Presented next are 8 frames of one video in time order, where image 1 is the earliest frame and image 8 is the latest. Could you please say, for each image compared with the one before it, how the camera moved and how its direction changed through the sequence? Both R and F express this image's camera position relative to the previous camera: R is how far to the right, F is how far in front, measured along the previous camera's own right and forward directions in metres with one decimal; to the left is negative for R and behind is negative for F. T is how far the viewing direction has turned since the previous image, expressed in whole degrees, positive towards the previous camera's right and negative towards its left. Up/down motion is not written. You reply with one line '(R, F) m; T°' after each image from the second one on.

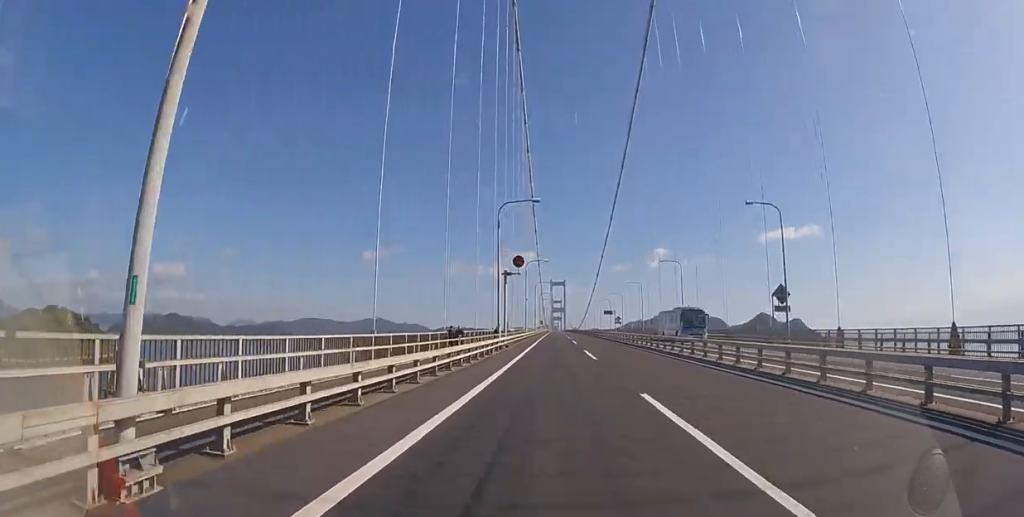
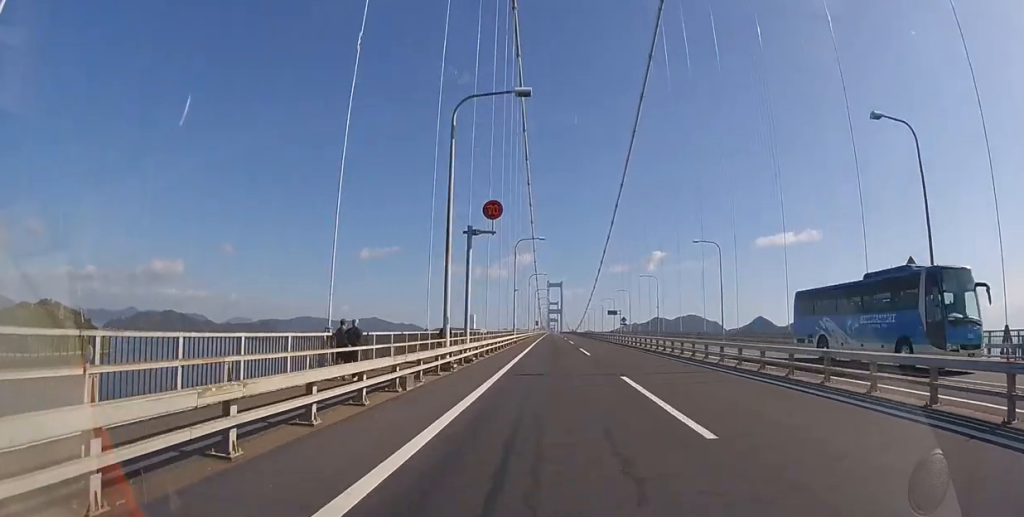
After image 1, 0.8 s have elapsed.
(0.0, +16.1) m; 0°
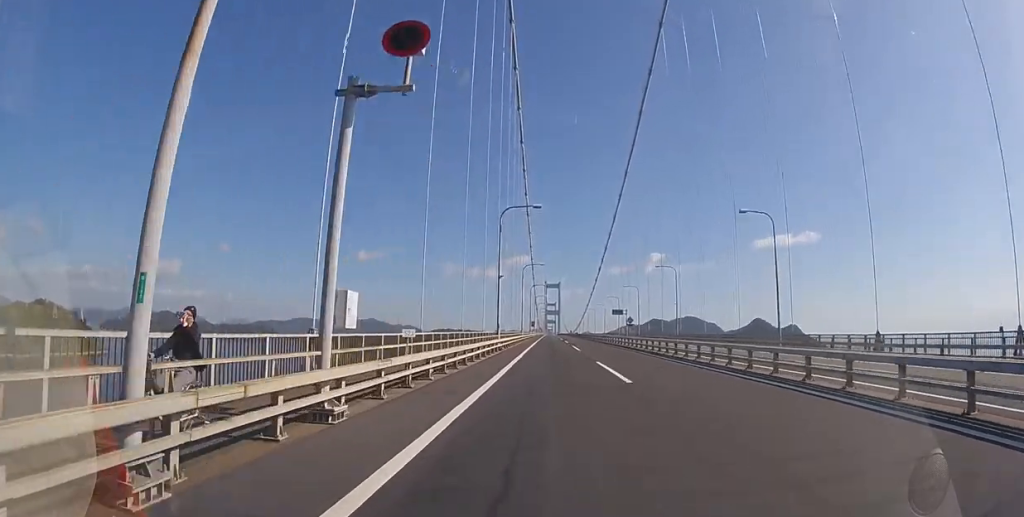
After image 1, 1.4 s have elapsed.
(0.0, +13.3) m; 0°
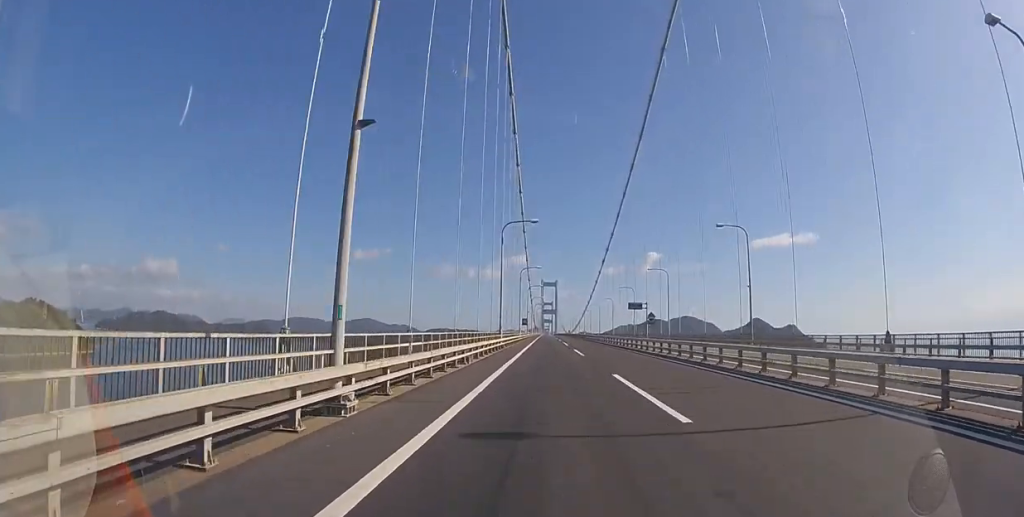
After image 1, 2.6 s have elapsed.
(+0.1, +26.1) m; +1°
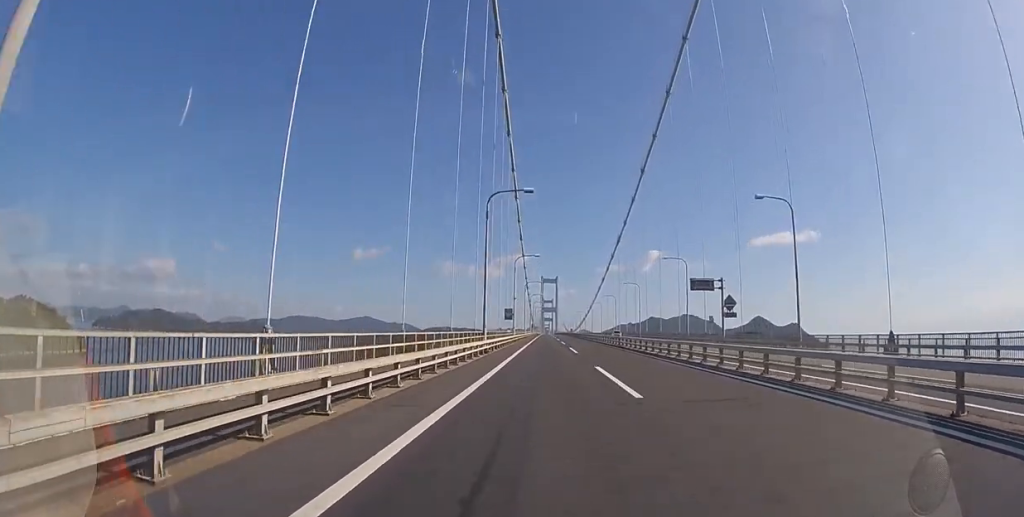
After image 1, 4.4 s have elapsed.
(+0.2, +37.0) m; 0°
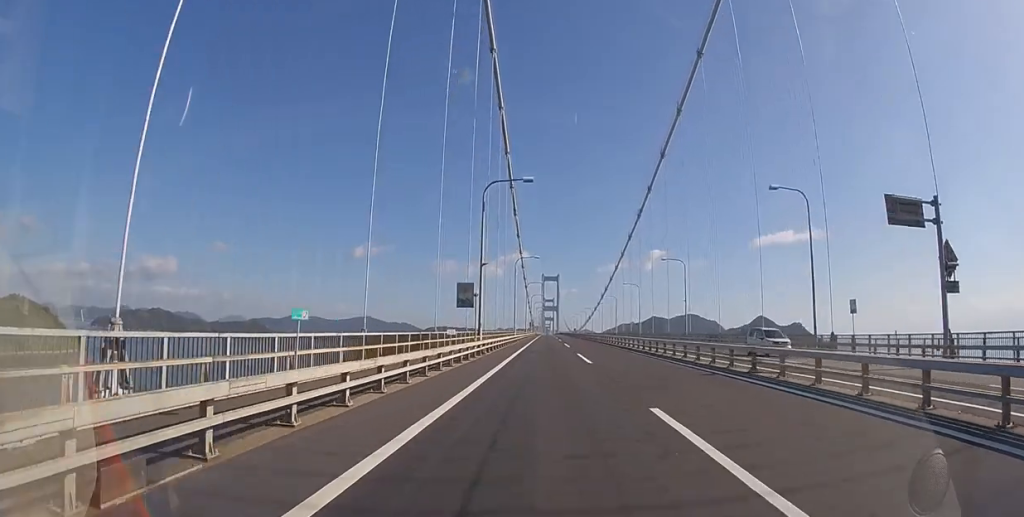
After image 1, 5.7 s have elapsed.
(-0.1, +29.5) m; 0°
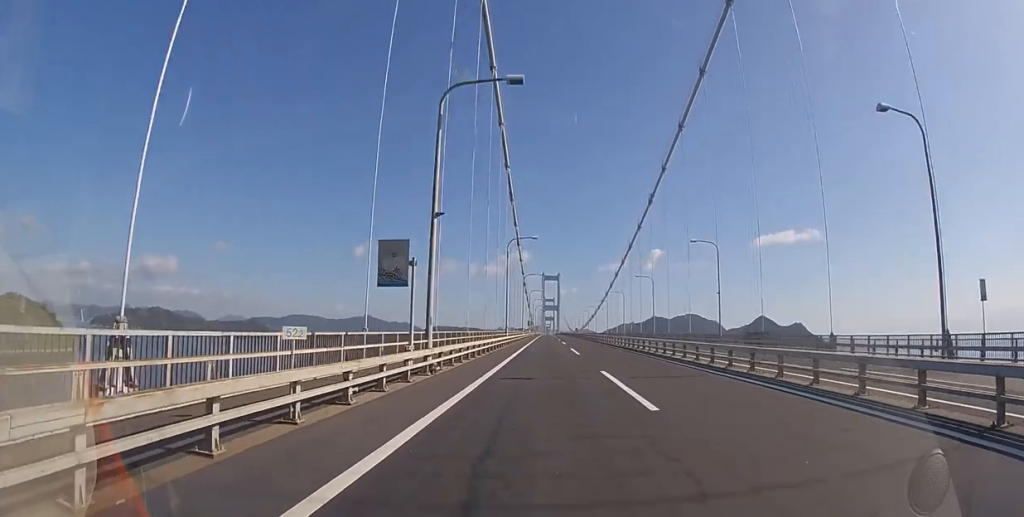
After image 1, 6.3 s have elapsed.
(0.0, +12.3) m; 0°
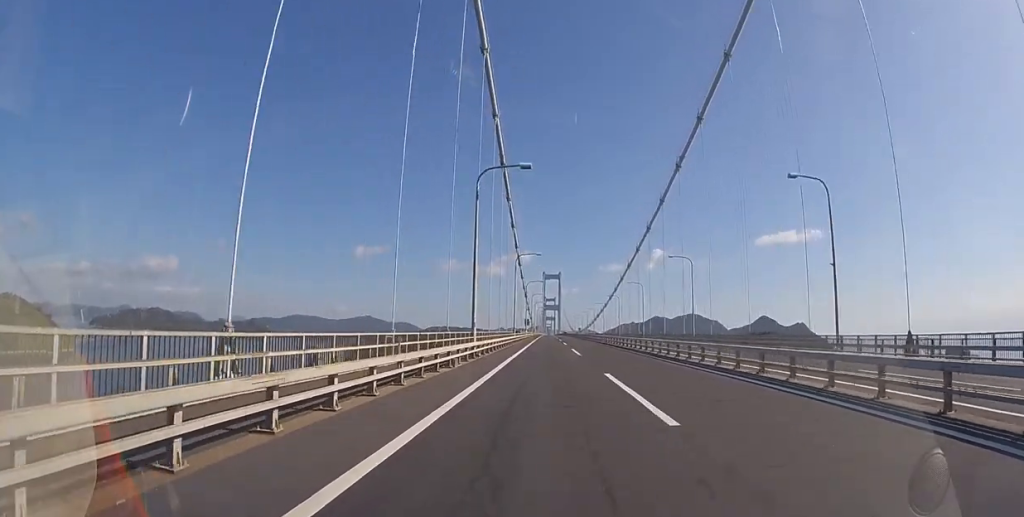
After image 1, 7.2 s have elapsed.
(0.0, +20.3) m; 0°
